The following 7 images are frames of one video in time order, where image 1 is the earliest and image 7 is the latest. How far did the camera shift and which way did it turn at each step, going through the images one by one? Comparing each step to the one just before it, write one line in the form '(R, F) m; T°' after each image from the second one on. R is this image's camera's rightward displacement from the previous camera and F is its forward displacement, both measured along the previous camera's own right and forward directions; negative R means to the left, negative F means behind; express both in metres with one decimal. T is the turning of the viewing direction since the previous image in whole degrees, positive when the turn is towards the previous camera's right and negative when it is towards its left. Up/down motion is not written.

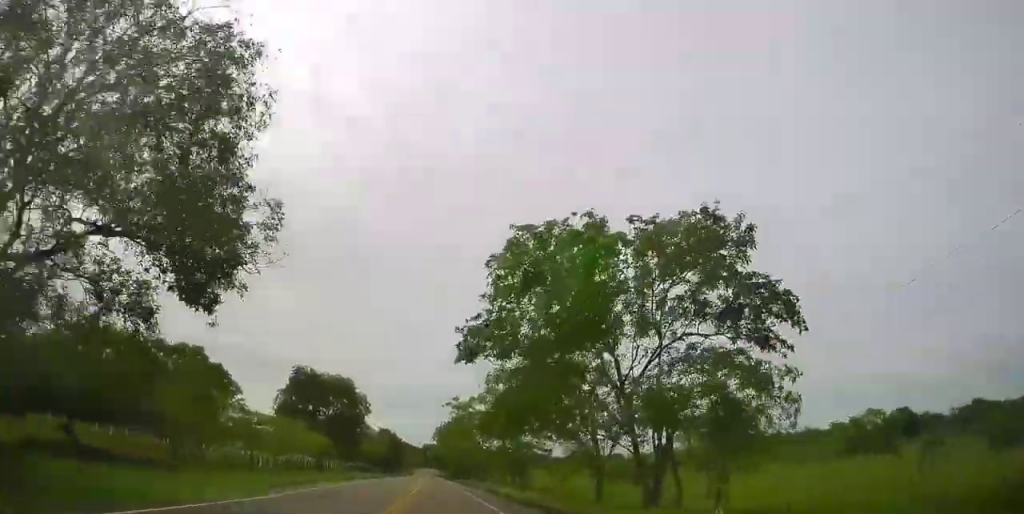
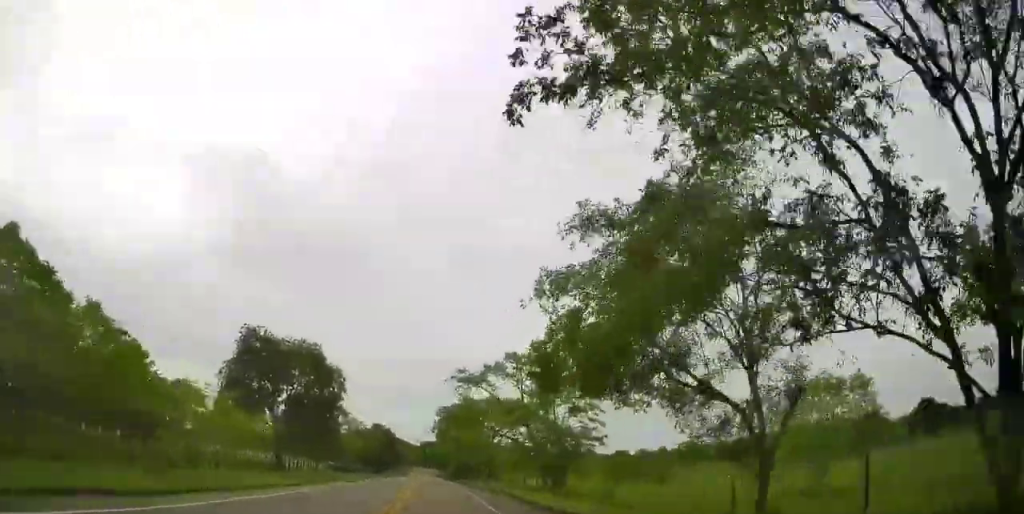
(0.0, +16.6) m; +1°
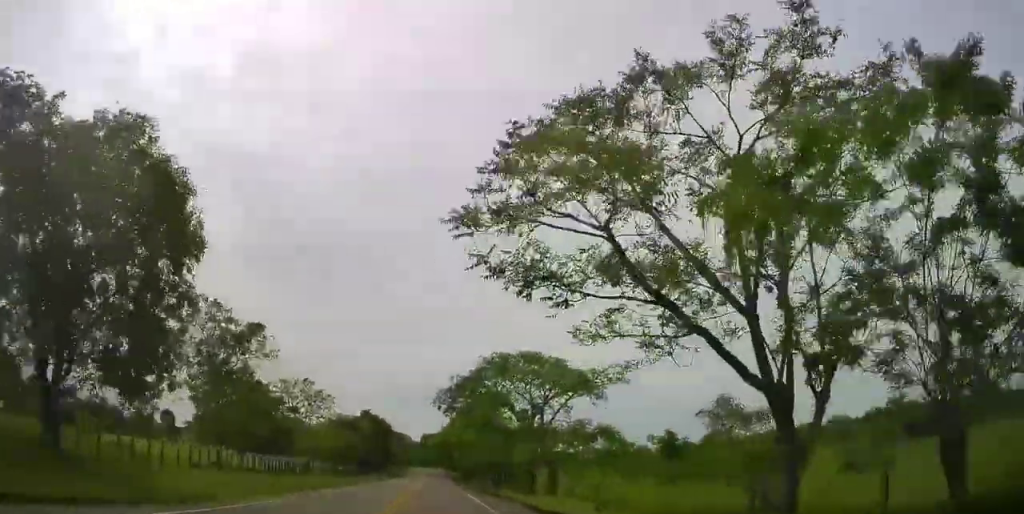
(+0.5, +30.2) m; +1°
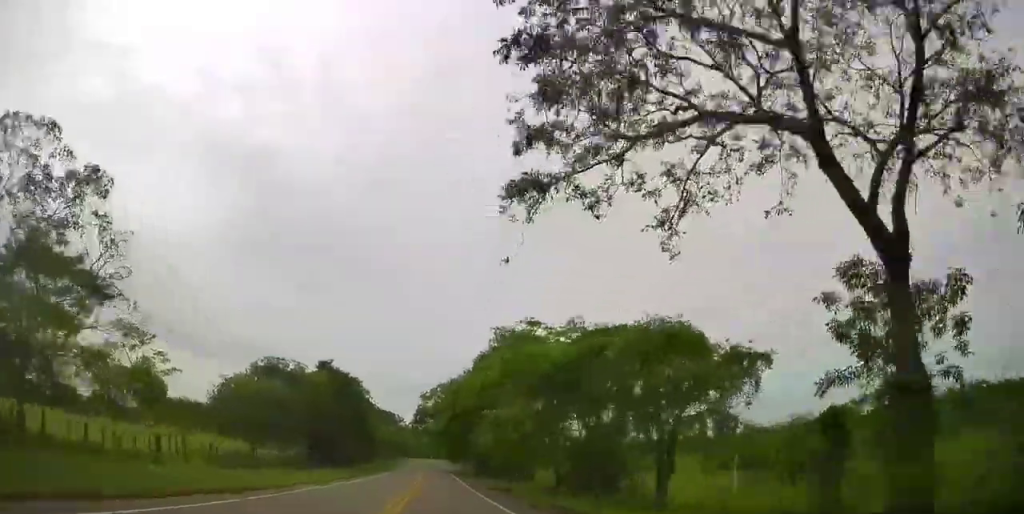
(+0.2, +42.1) m; -8°
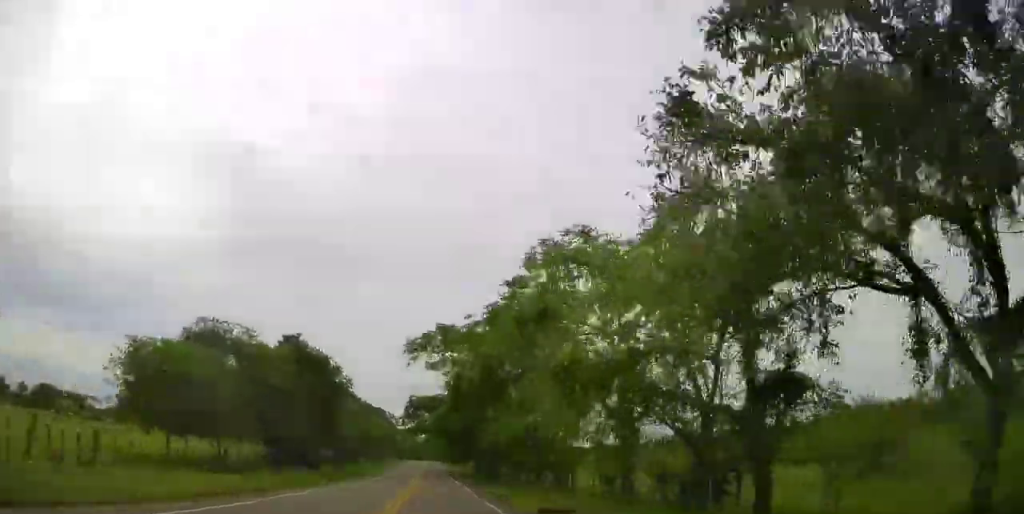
(-1.3, +14.0) m; -2°
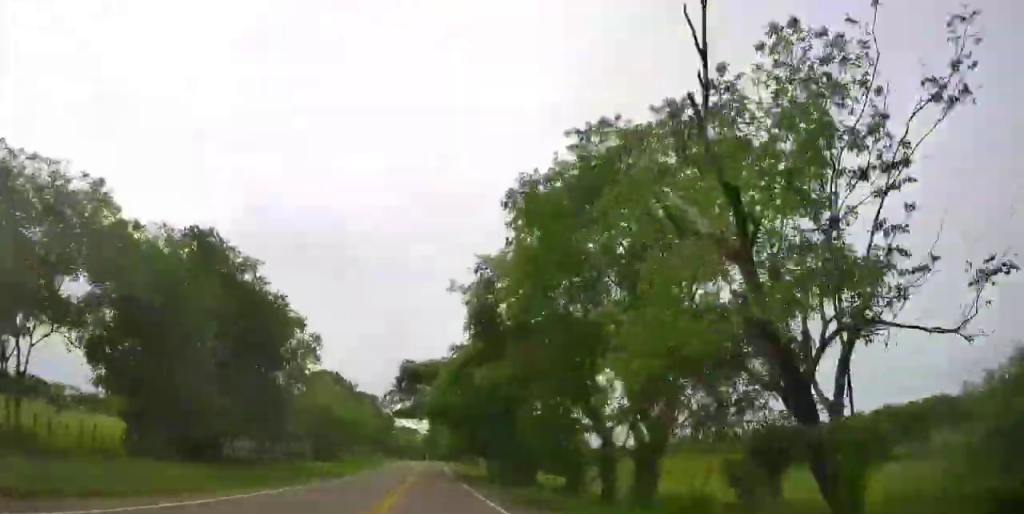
(-0.6, +20.9) m; +7°
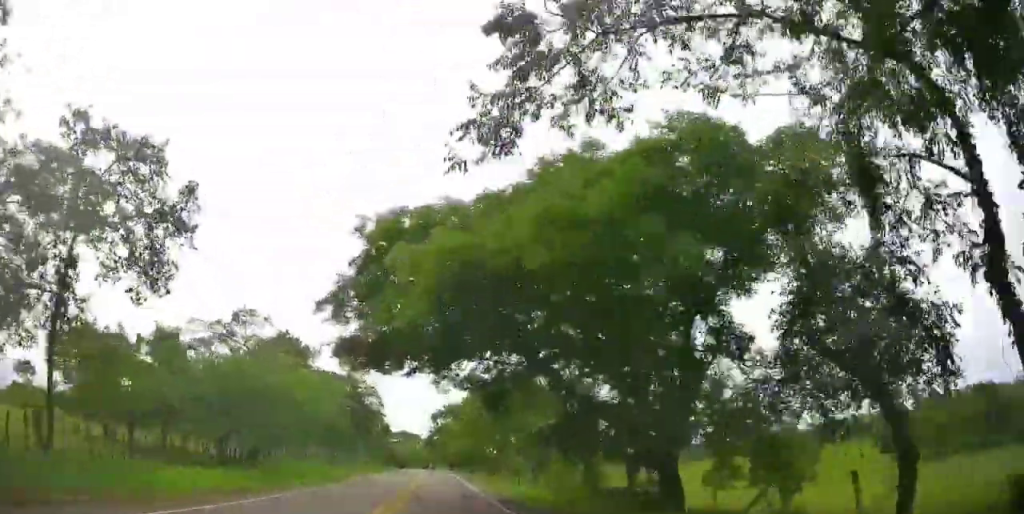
(+4.5, +28.6) m; +9°
